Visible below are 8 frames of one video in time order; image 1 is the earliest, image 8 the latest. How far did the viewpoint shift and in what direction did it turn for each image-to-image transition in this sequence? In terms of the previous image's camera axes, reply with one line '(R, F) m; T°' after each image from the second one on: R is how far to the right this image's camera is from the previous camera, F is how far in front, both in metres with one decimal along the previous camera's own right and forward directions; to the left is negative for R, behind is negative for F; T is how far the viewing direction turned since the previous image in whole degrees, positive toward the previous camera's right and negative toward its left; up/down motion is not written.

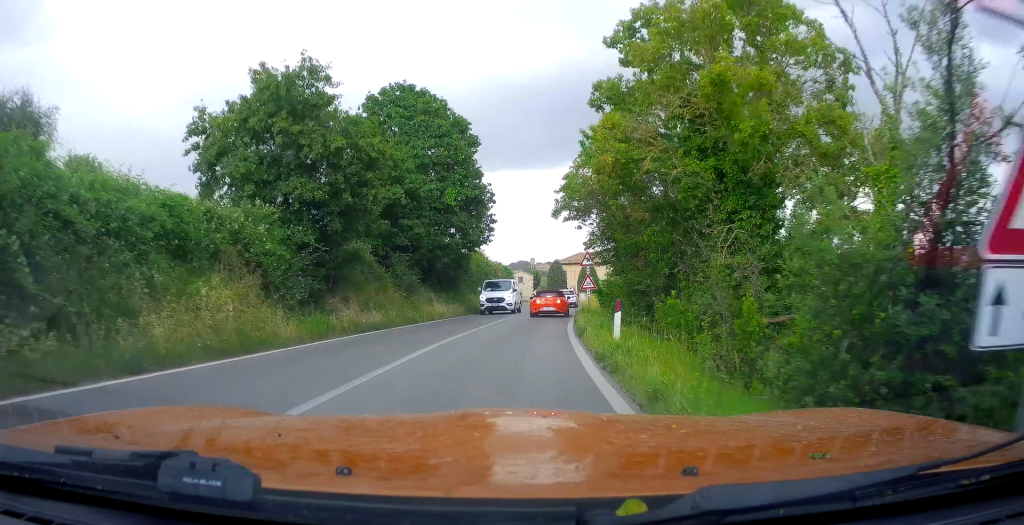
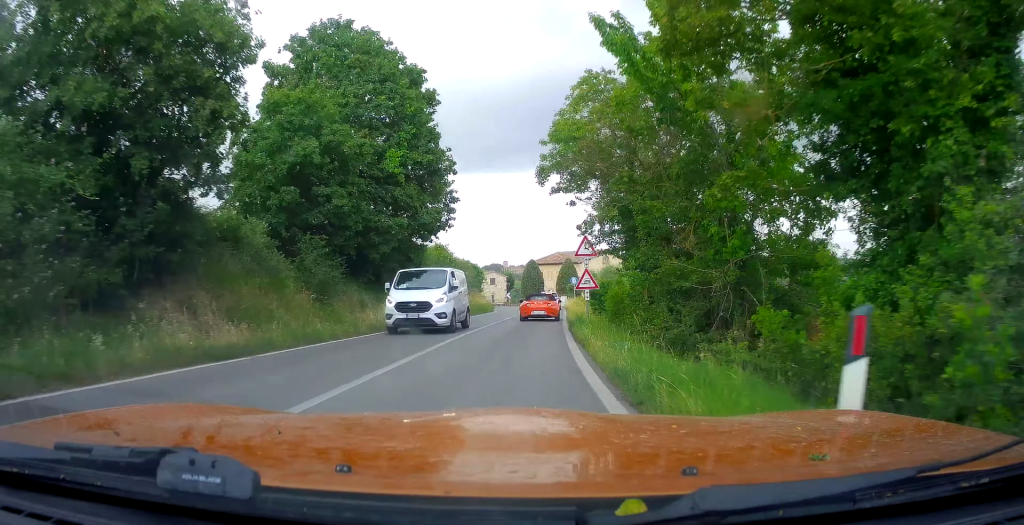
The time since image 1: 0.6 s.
(+0.4, +8.1) m; +2°
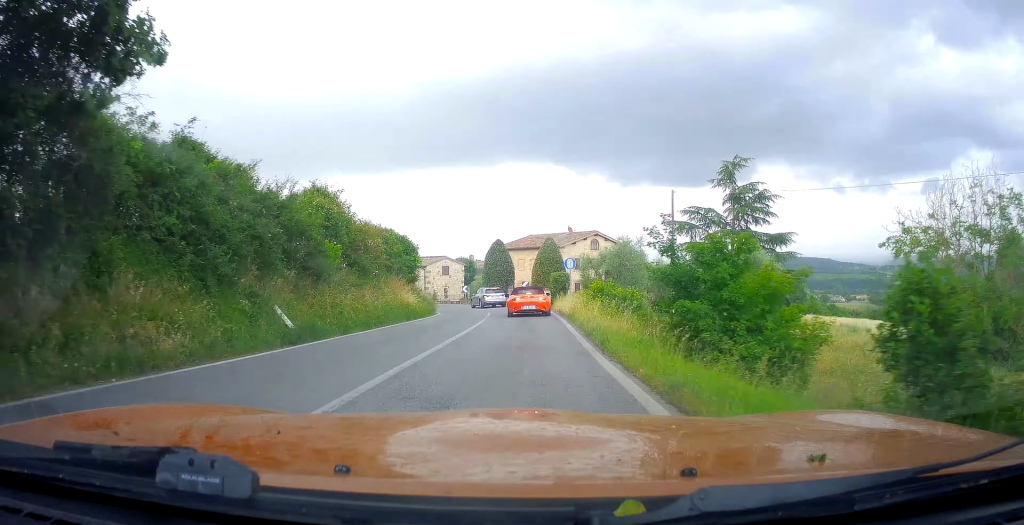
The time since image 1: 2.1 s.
(+0.6, +21.3) m; +5°
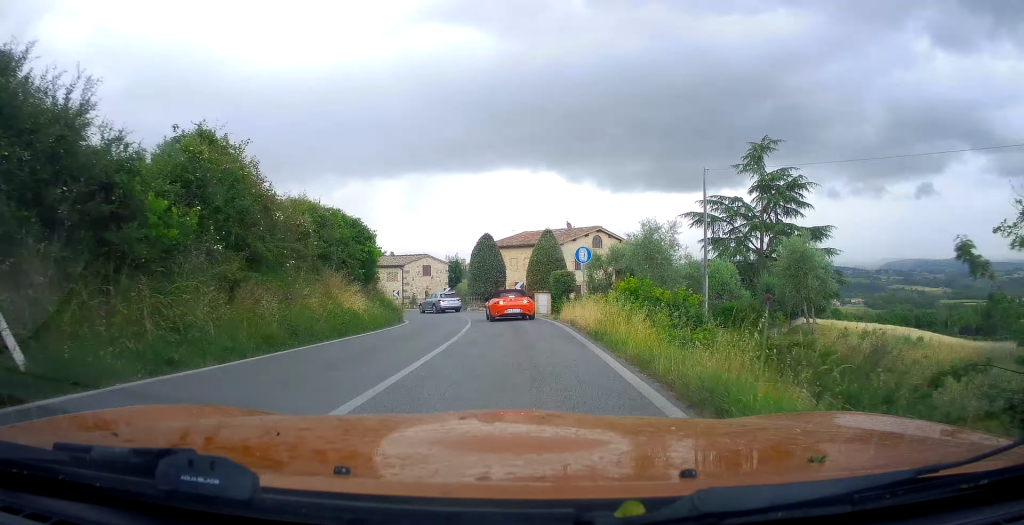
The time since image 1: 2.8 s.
(+0.3, +8.4) m; +2°
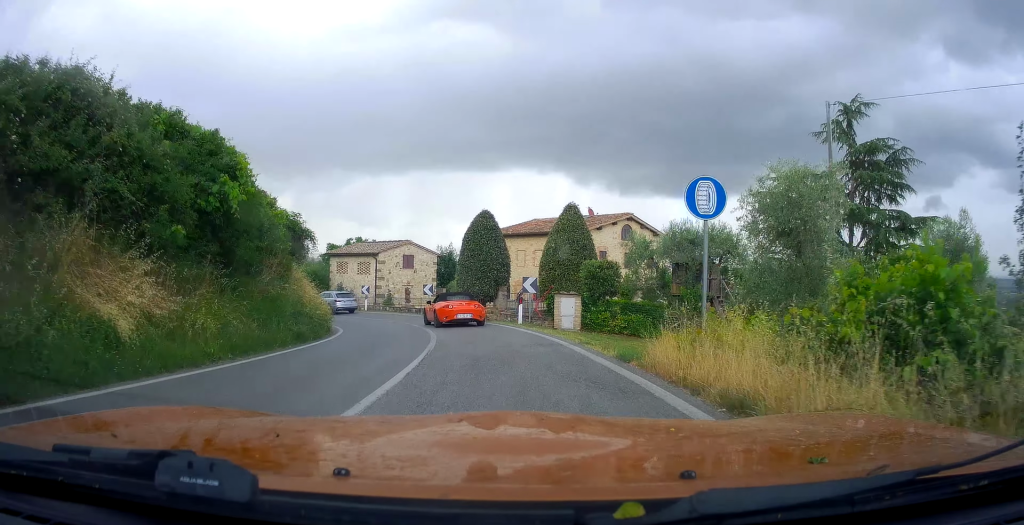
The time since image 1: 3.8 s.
(-0.1, +13.0) m; -2°
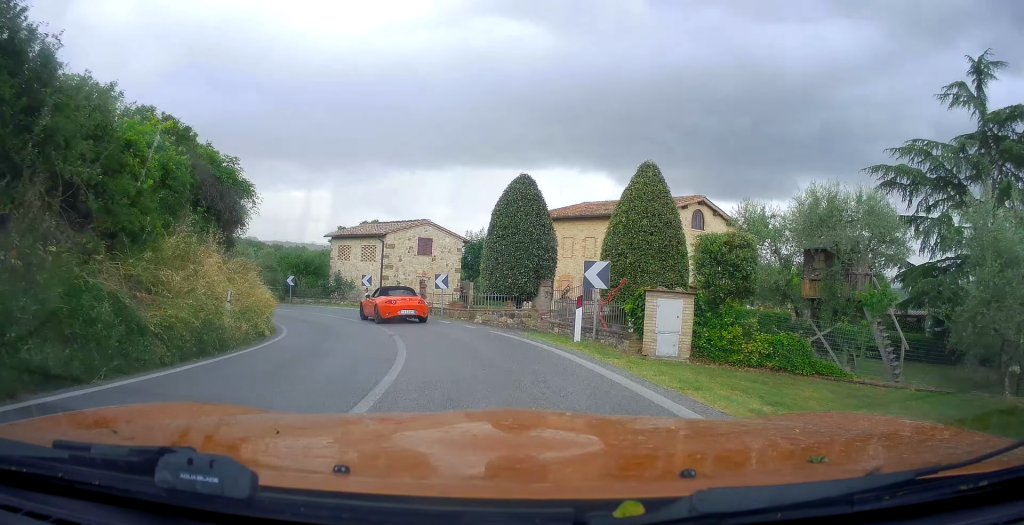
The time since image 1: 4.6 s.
(-0.1, +9.7) m; -4°
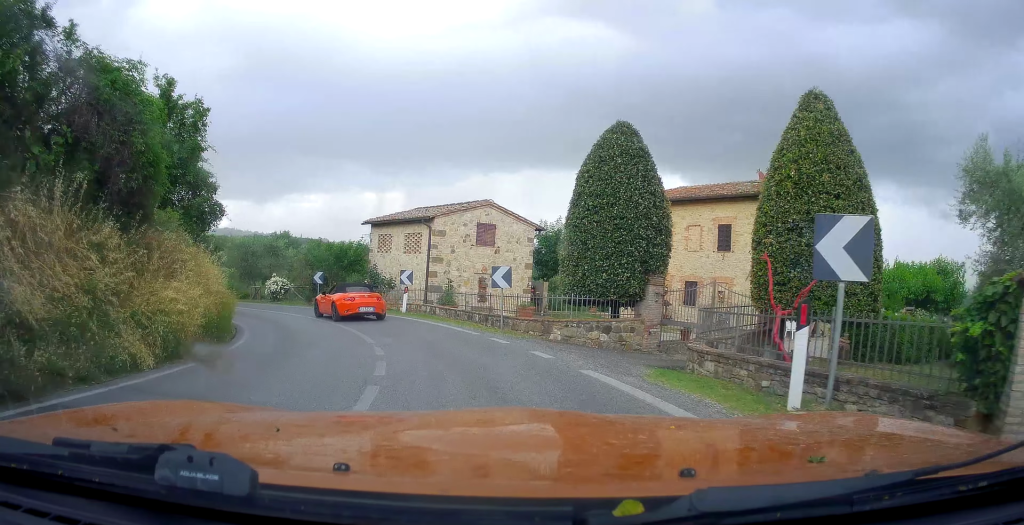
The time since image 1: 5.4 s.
(-0.5, +8.0) m; -8°
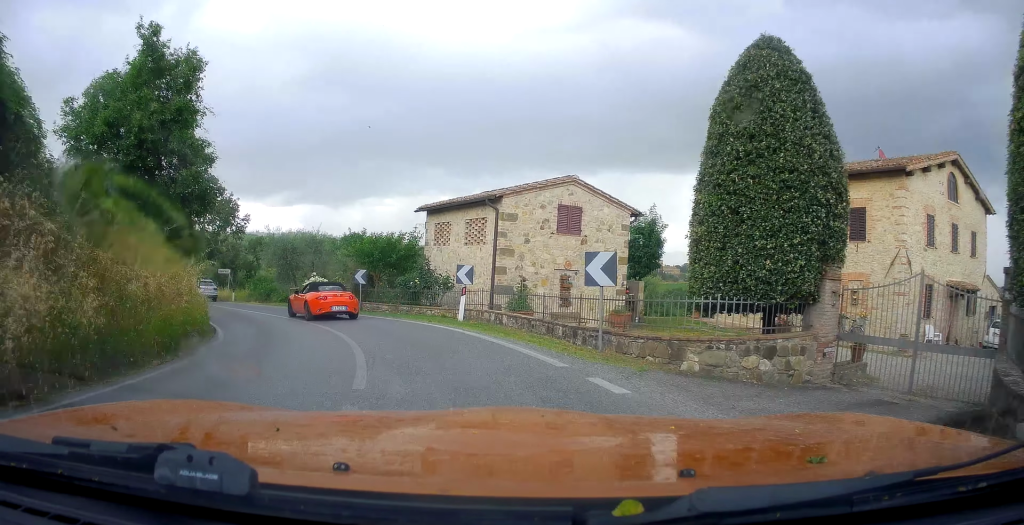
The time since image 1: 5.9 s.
(-0.3, +5.6) m; -7°
